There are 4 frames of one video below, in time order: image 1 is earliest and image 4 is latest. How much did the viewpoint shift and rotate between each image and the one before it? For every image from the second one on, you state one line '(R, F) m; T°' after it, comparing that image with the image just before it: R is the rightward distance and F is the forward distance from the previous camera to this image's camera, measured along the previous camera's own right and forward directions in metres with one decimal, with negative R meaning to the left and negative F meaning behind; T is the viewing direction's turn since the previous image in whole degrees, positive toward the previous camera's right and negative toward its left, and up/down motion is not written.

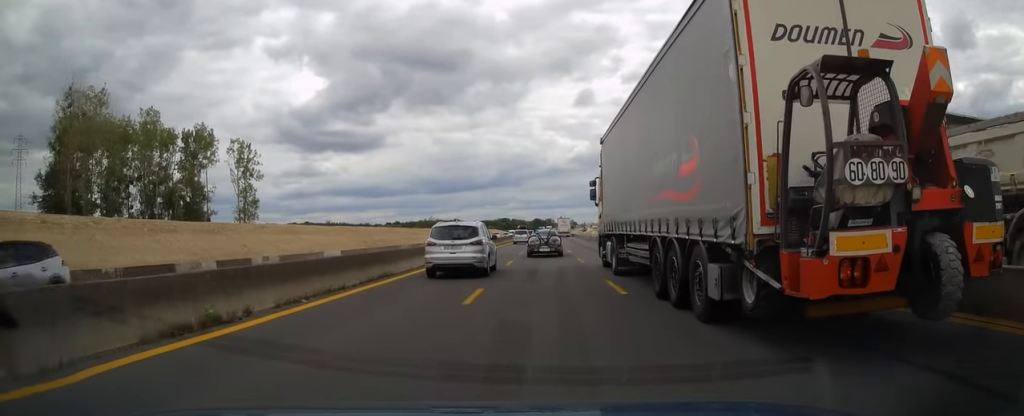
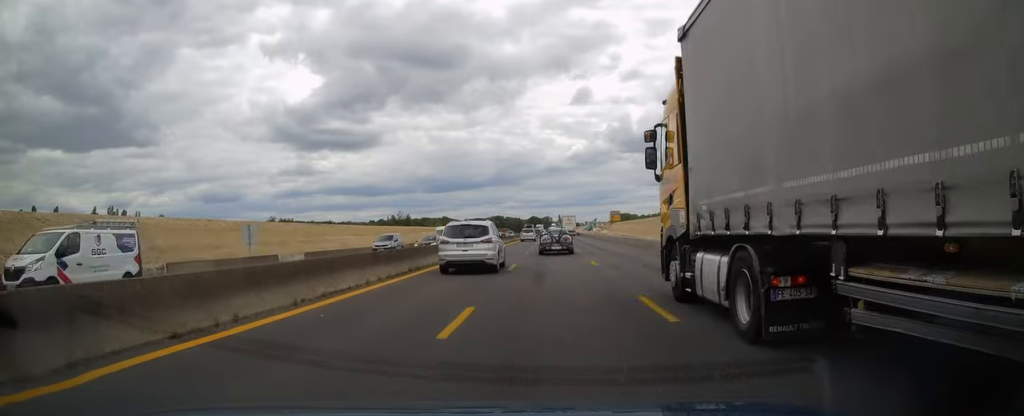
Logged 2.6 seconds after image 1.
(+0.2, +68.3) m; 0°
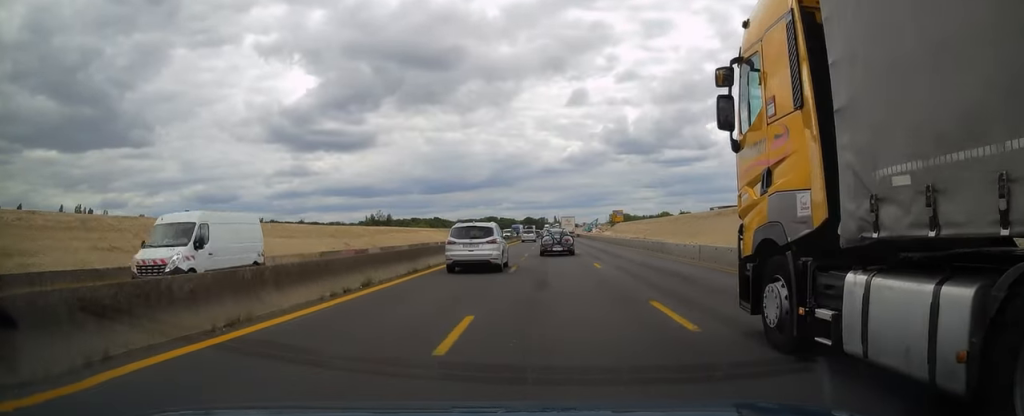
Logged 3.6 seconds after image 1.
(+0.1, +26.8) m; 0°
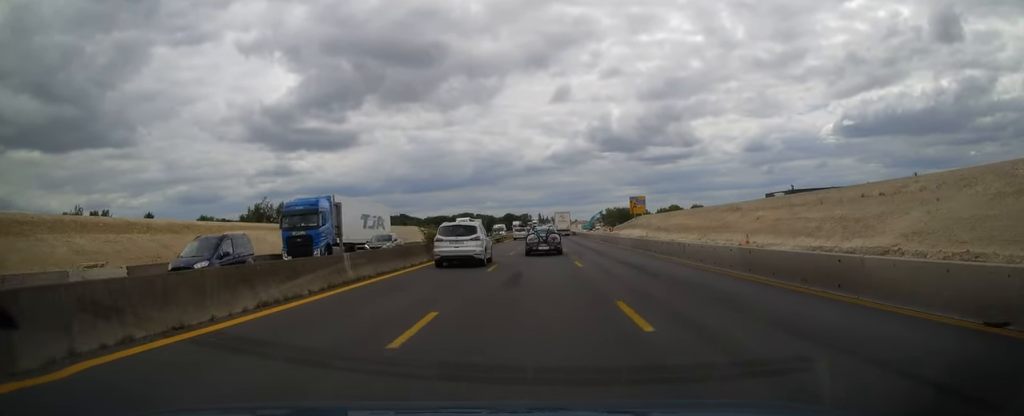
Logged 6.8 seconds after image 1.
(+1.2, +90.2) m; +2°
